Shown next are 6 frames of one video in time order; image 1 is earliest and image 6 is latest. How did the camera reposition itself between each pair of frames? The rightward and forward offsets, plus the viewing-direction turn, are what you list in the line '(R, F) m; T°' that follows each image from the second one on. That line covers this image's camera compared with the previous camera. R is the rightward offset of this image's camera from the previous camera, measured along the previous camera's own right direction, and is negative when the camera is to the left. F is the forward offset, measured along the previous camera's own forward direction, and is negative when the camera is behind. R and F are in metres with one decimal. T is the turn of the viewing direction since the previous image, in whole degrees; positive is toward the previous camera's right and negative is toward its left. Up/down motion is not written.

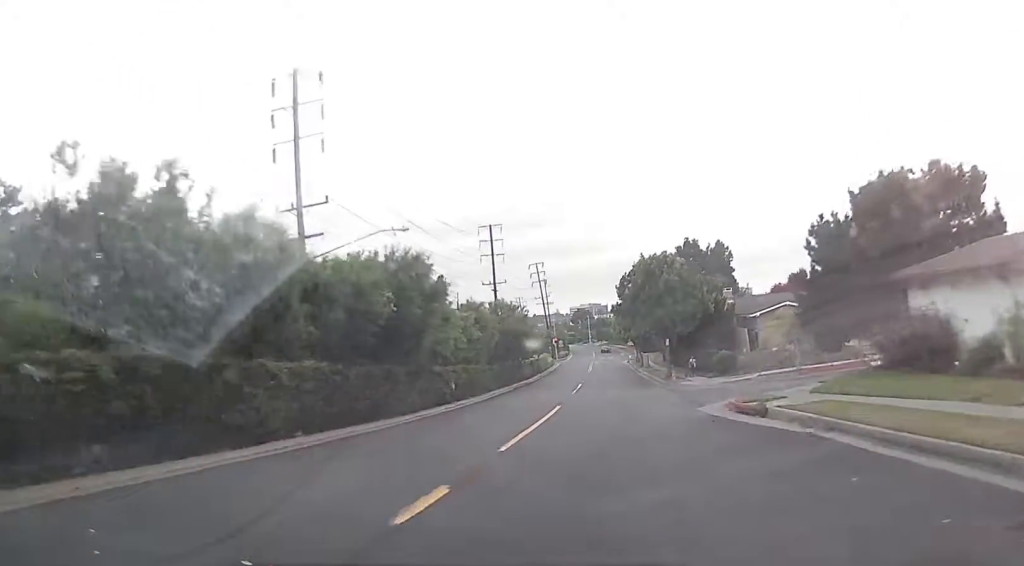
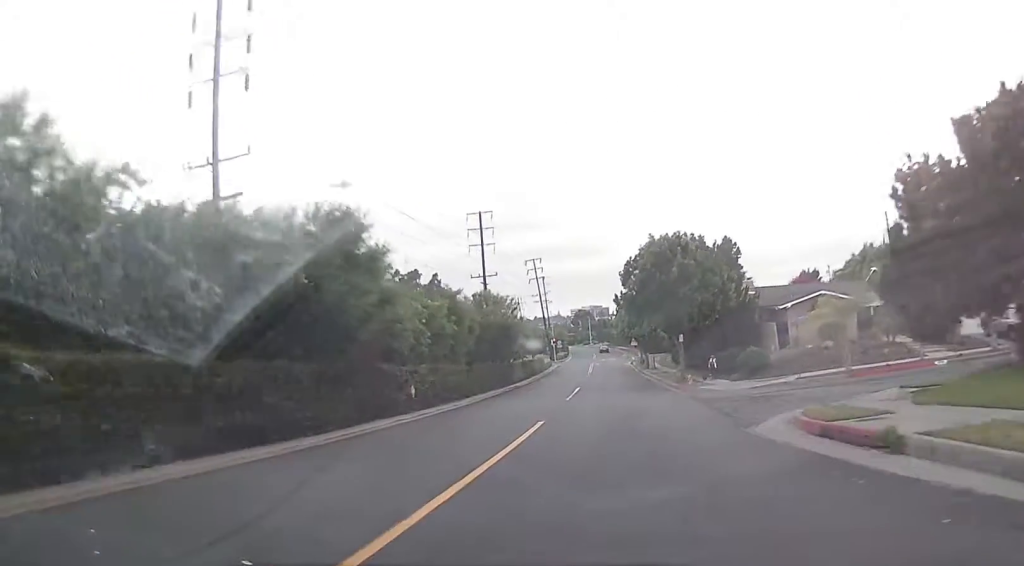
(-0.1, +9.8) m; -1°
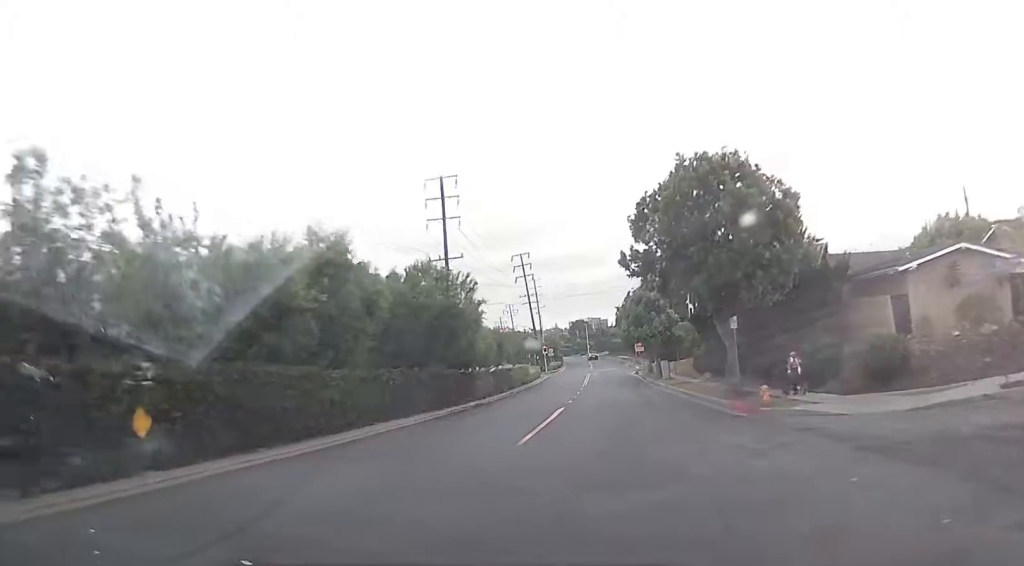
(0.0, +21.3) m; +1°
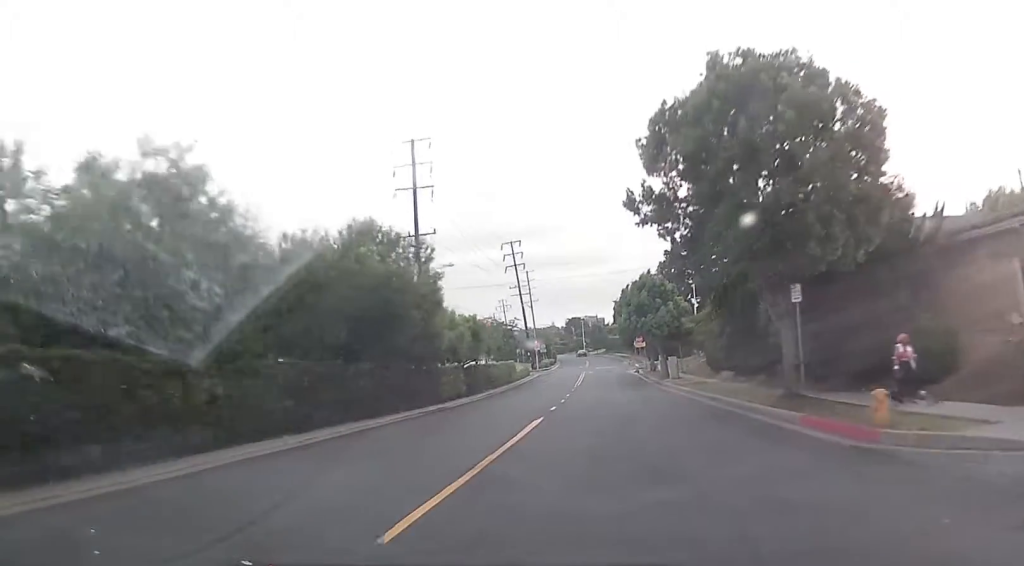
(+0.1, +10.4) m; +1°
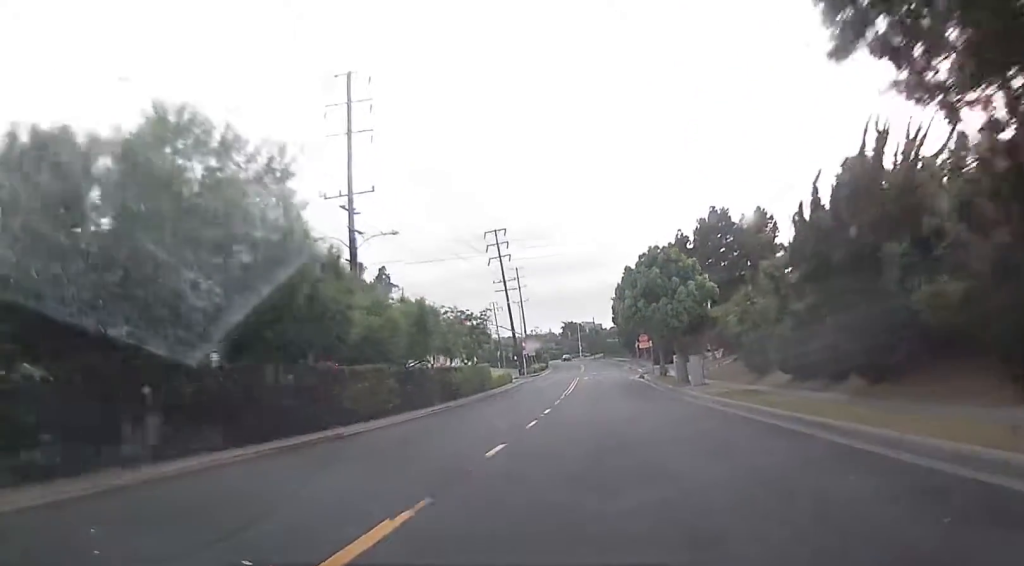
(0.0, +15.4) m; -1°
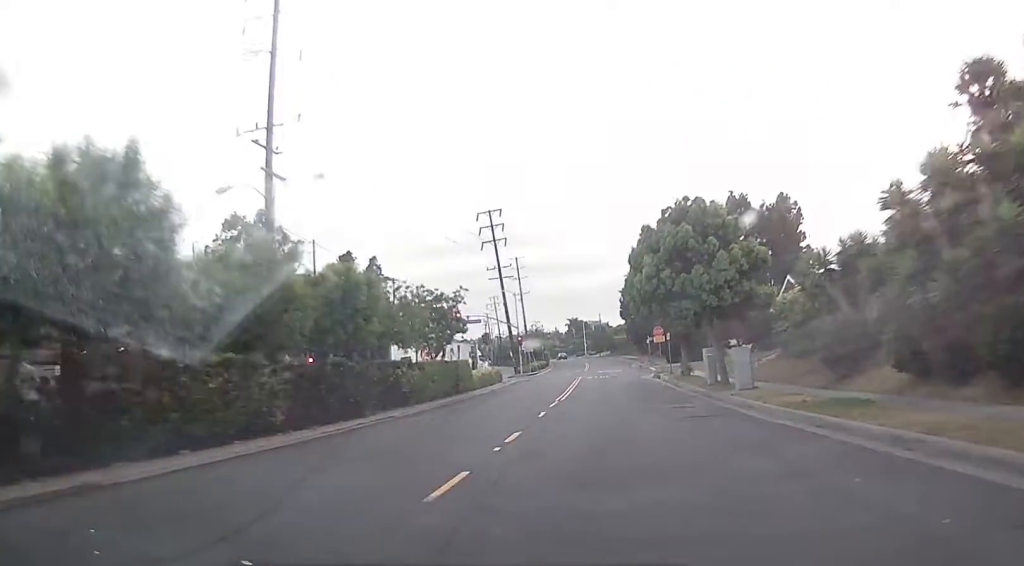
(-0.1, +12.3) m; -1°
